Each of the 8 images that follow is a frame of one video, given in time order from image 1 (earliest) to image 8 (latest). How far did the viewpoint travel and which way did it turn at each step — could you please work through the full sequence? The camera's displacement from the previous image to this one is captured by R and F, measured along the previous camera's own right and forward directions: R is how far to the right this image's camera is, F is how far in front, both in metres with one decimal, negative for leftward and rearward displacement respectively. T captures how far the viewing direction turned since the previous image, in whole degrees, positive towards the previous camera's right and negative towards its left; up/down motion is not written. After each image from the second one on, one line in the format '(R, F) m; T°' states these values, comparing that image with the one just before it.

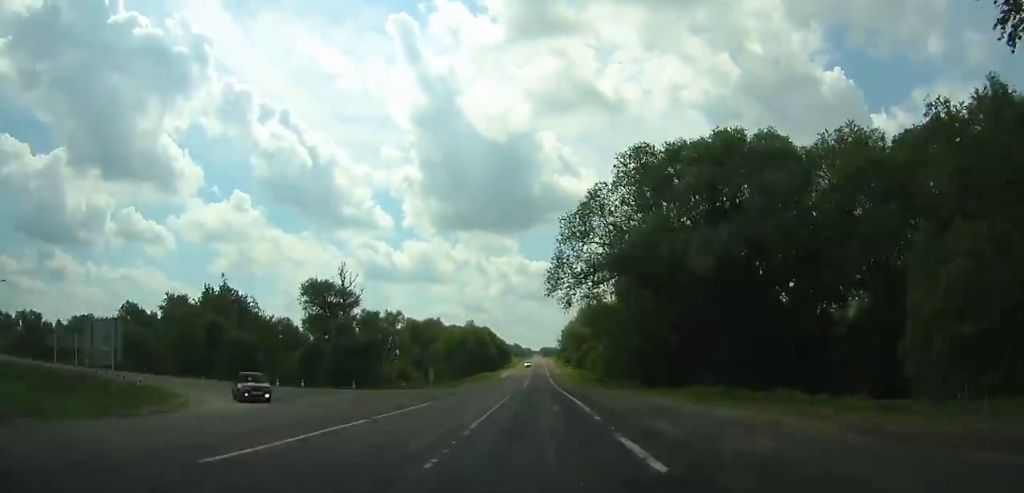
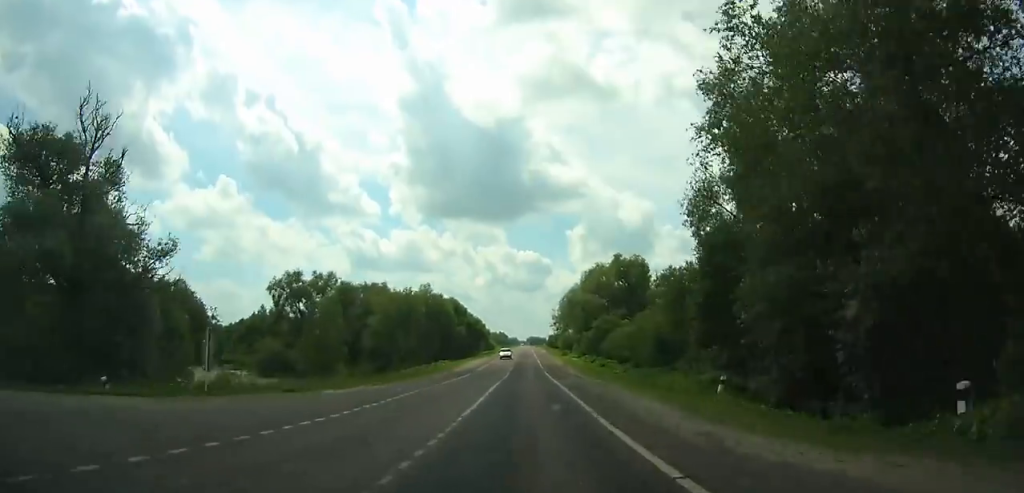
(0.0, +47.3) m; 0°
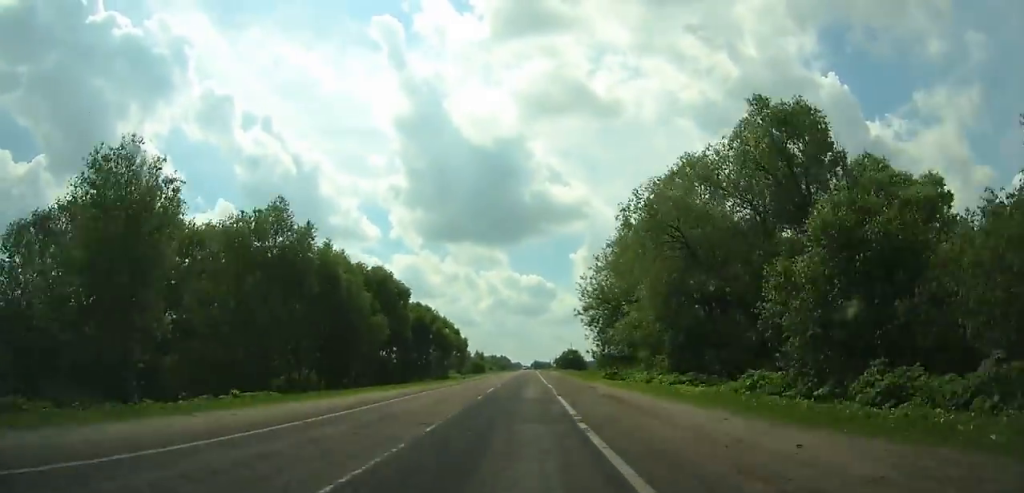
(0.0, +60.7) m; 0°
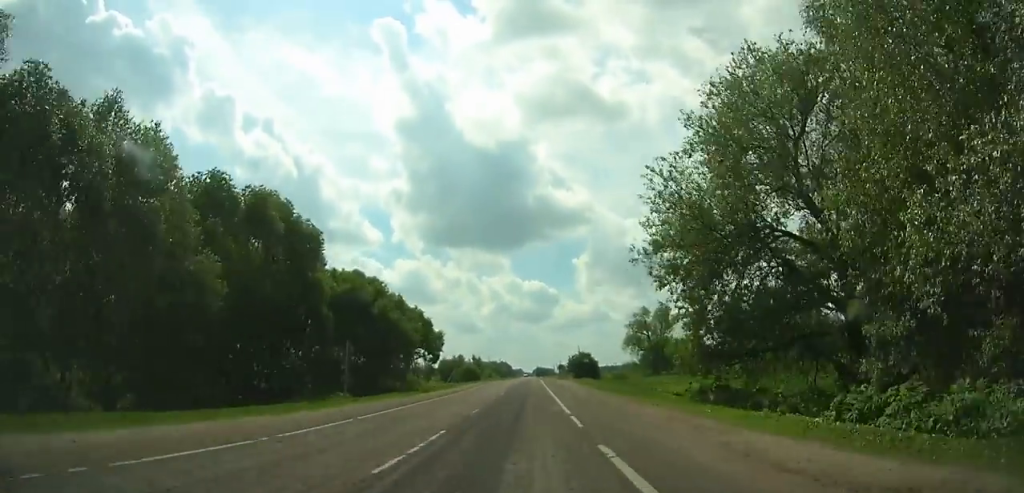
(0.0, +30.8) m; 0°
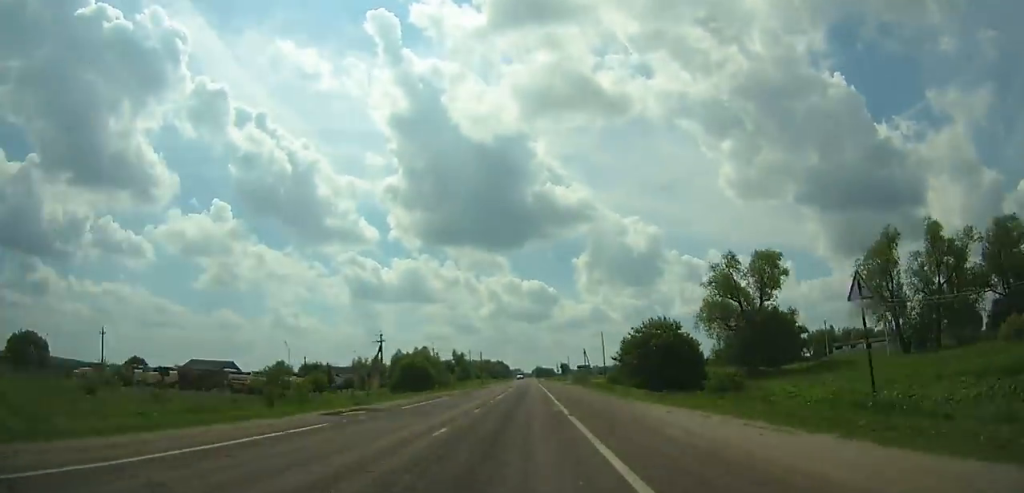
(+0.2, +74.6) m; 0°
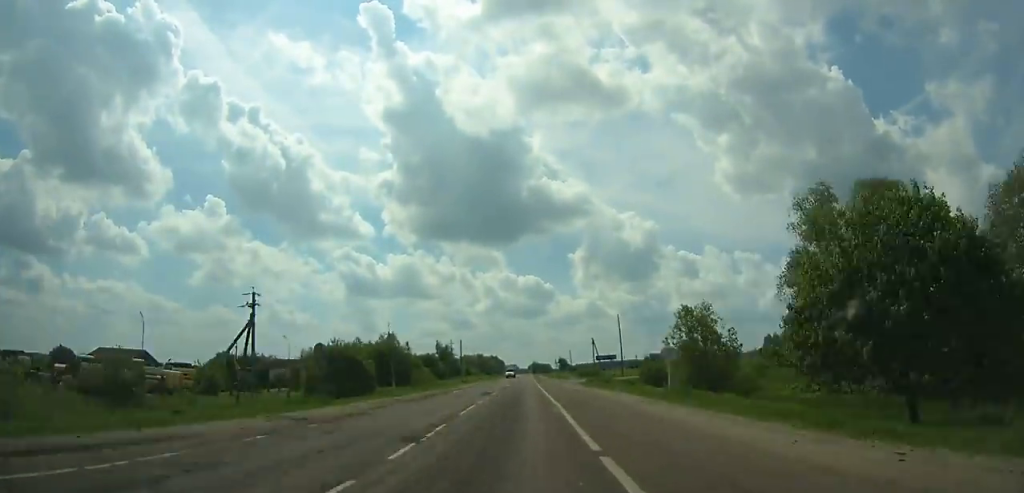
(0.0, +31.5) m; 0°
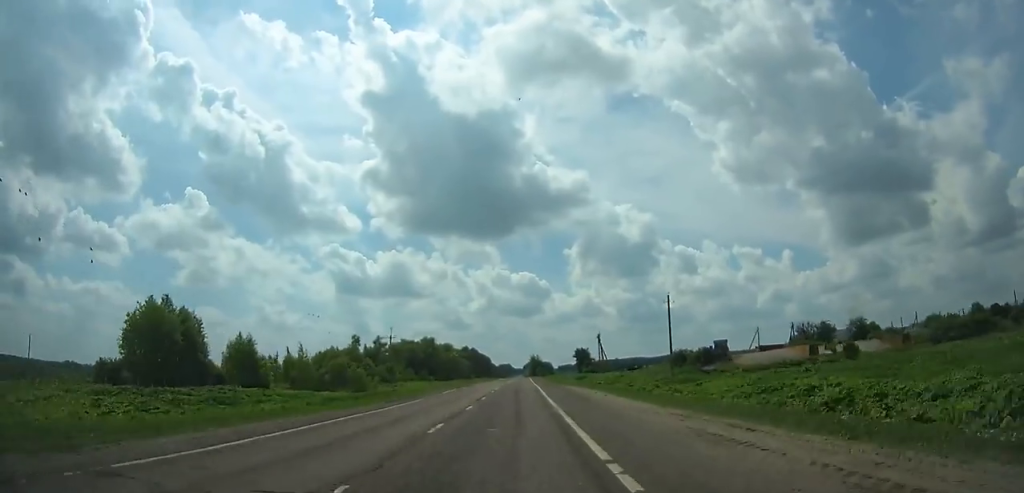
(-0.5, +210.6) m; 0°
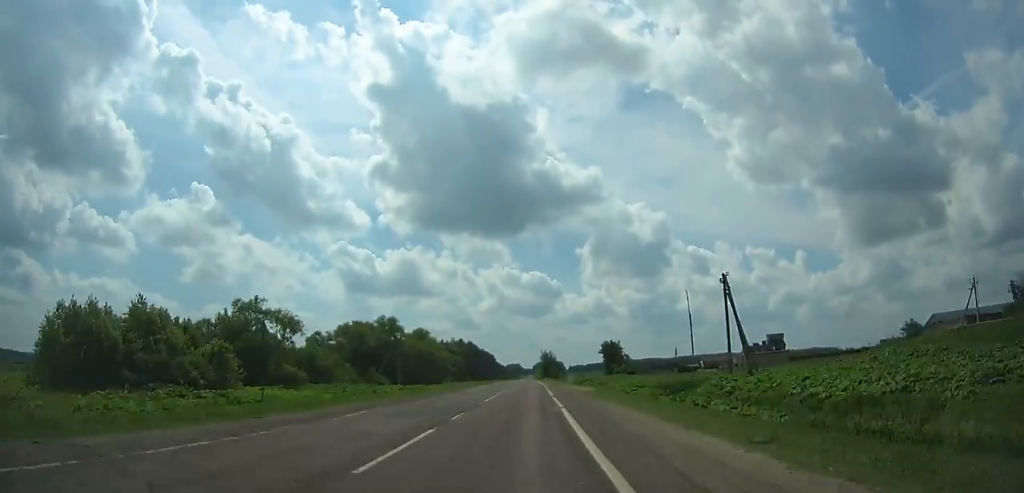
(0.0, +76.1) m; 0°
